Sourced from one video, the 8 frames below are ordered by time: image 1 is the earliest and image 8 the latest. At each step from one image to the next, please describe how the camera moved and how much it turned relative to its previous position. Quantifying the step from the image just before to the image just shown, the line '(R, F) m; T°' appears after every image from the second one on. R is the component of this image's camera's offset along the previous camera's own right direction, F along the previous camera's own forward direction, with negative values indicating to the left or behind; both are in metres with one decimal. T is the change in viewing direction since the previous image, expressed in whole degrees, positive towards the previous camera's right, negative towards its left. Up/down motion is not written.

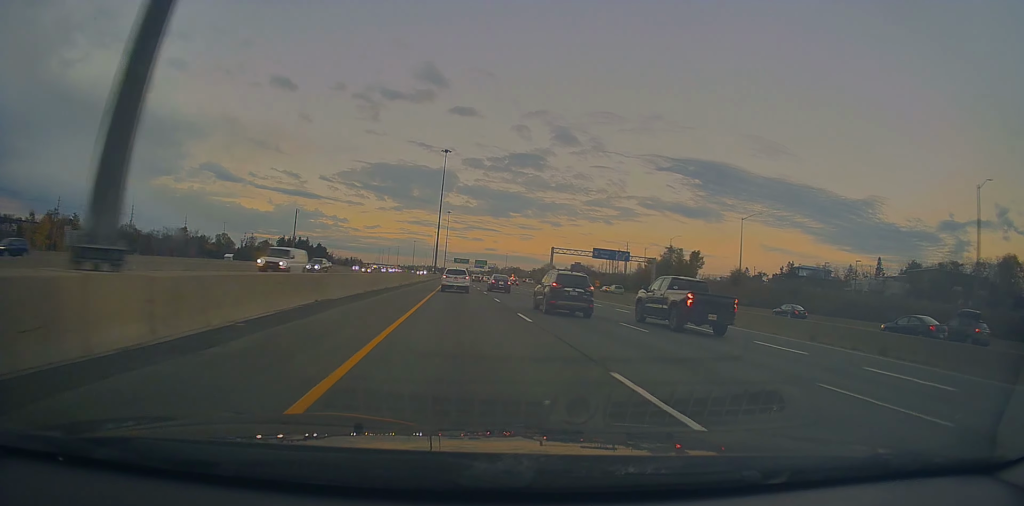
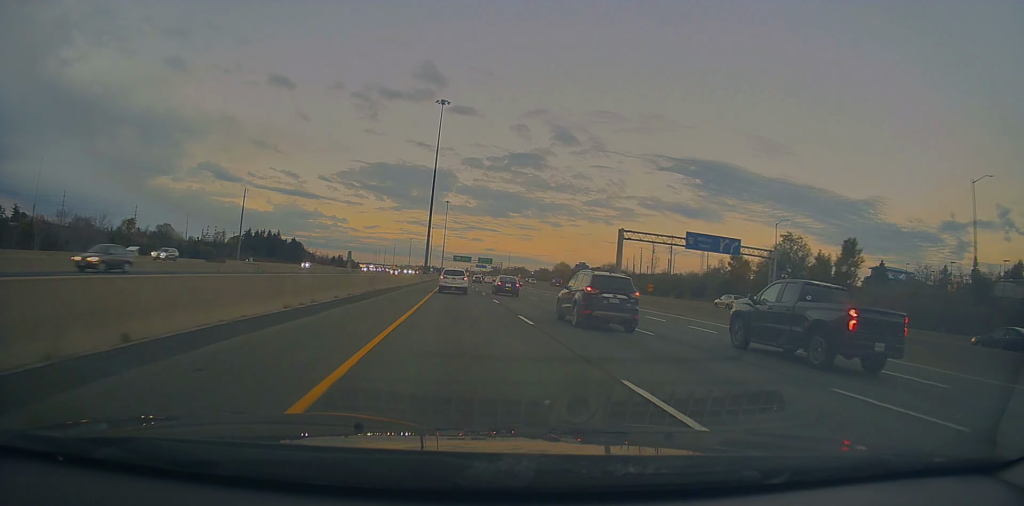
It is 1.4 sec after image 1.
(-0.3, +47.7) m; -1°
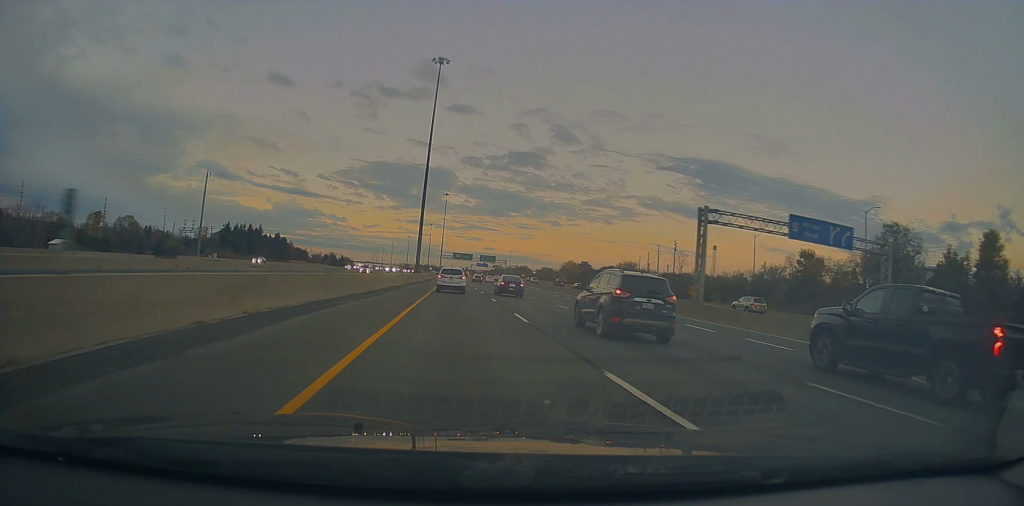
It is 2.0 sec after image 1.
(-0.2, +23.2) m; 0°
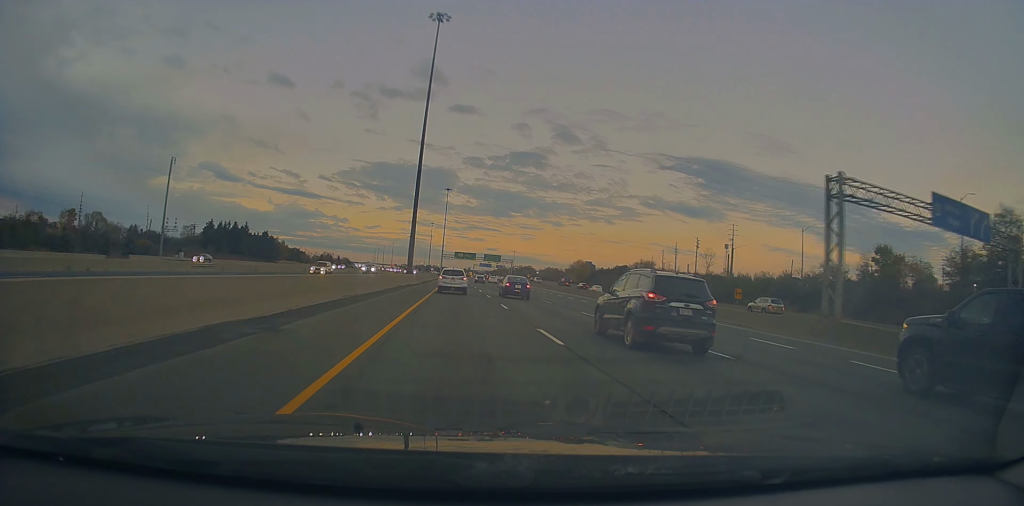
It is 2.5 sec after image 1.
(+0.1, +17.3) m; 0°
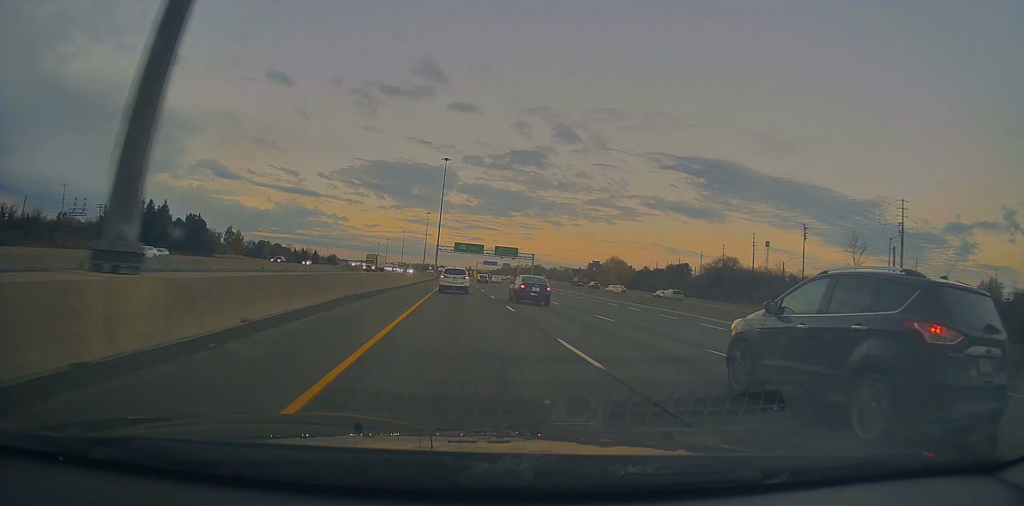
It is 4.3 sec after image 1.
(+0.2, +61.1) m; 0°
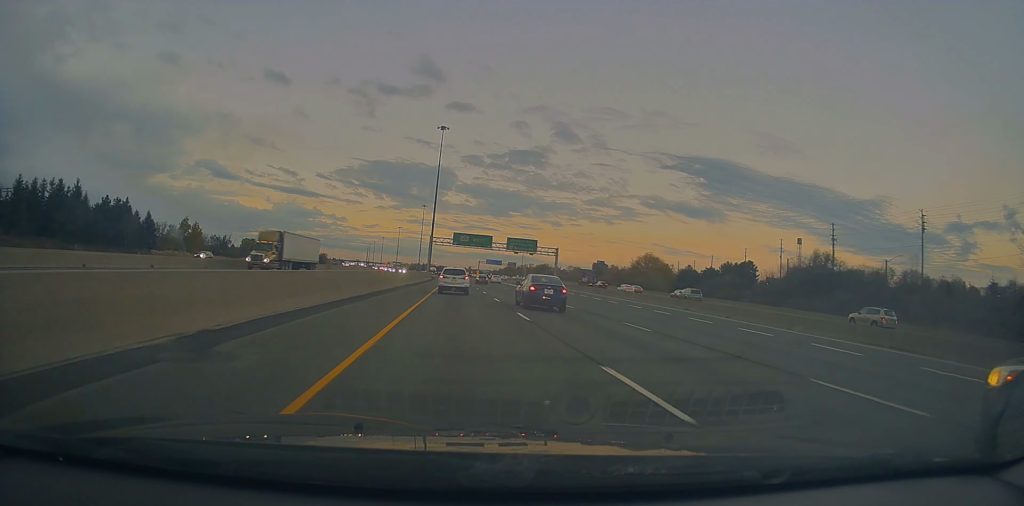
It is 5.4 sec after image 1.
(+0.3, +39.1) m; +1°
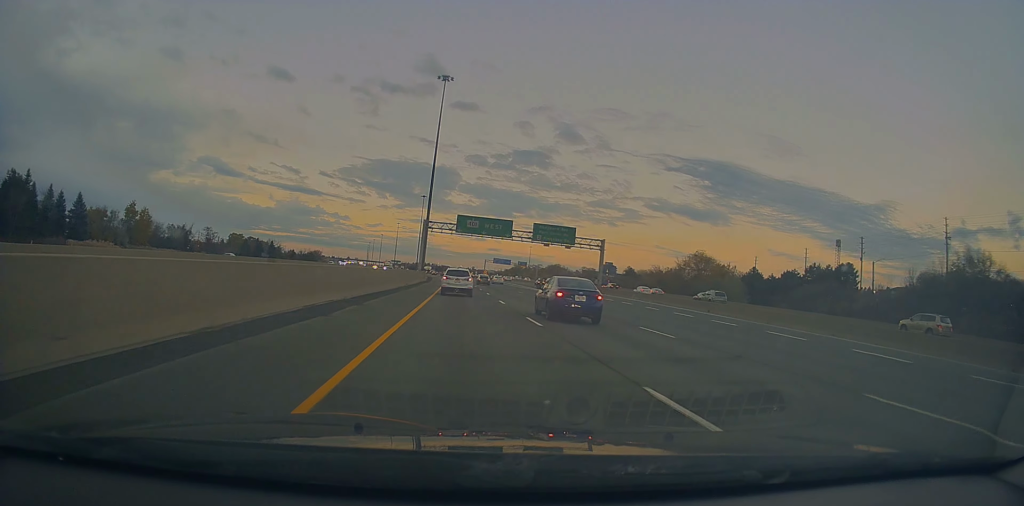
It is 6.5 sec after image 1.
(+0.1, +36.8) m; -1°
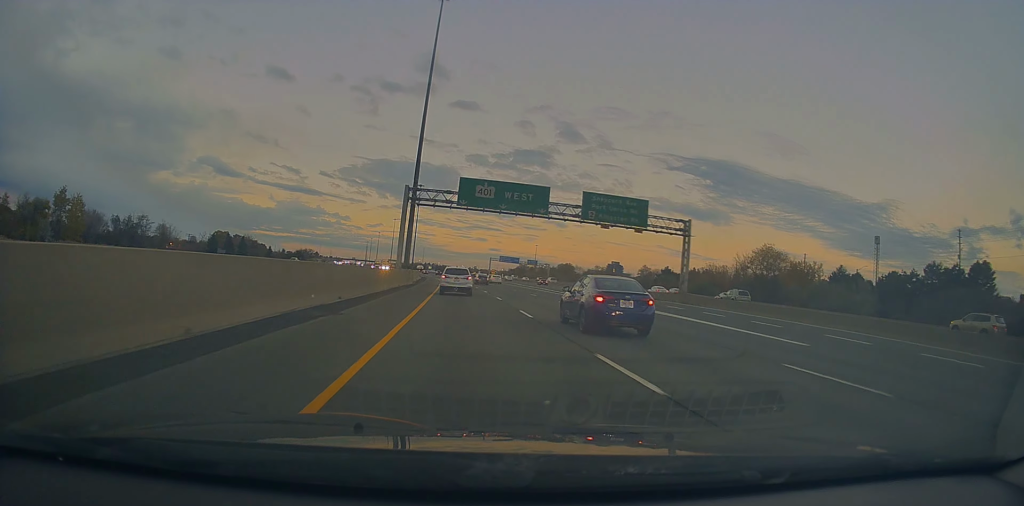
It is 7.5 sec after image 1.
(-0.4, +33.3) m; -1°
